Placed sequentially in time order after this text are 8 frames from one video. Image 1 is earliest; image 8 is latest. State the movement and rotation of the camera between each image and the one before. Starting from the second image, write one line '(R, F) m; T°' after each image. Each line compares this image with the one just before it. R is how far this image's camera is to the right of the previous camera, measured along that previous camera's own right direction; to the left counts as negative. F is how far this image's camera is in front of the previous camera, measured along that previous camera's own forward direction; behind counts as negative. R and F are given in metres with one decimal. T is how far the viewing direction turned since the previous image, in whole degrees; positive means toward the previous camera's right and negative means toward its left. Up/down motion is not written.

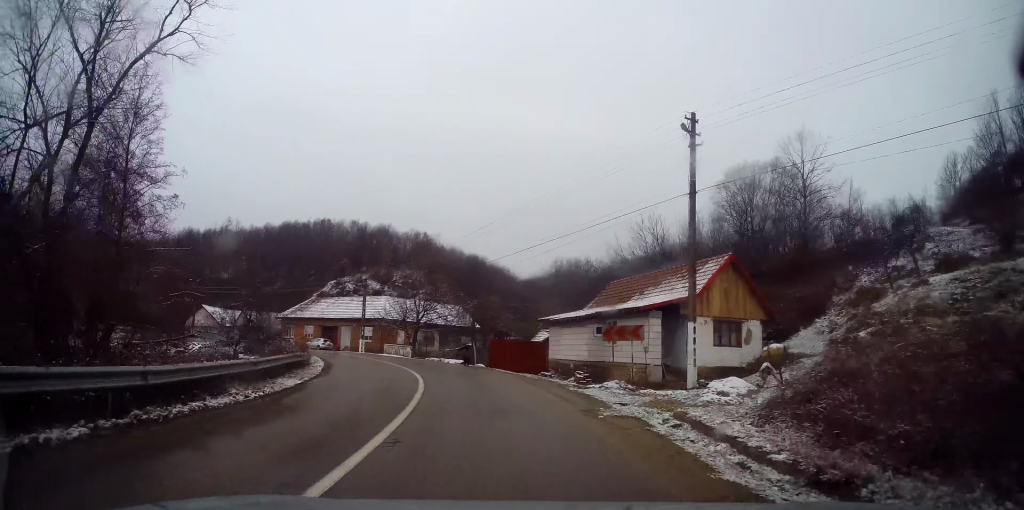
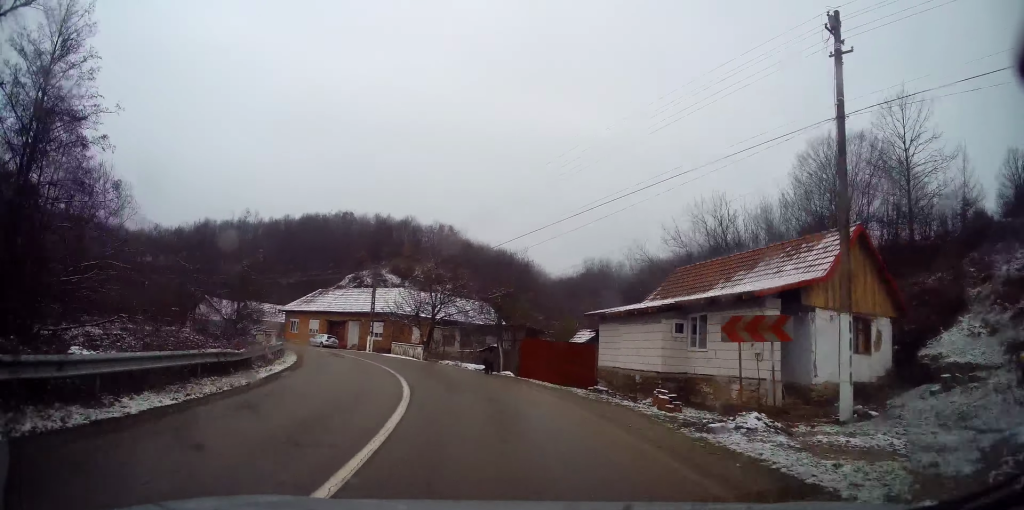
(-0.1, +7.9) m; -3°
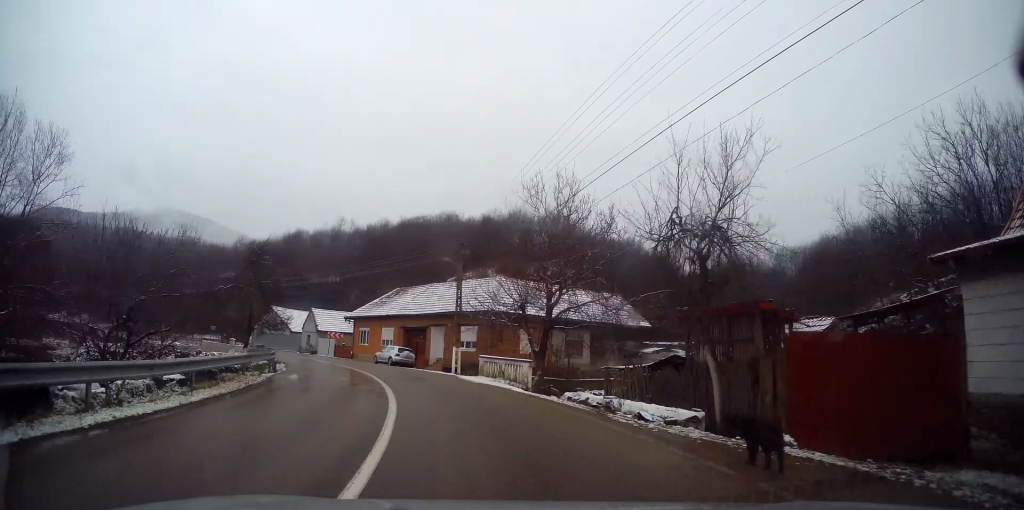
(-1.2, +16.4) m; -11°
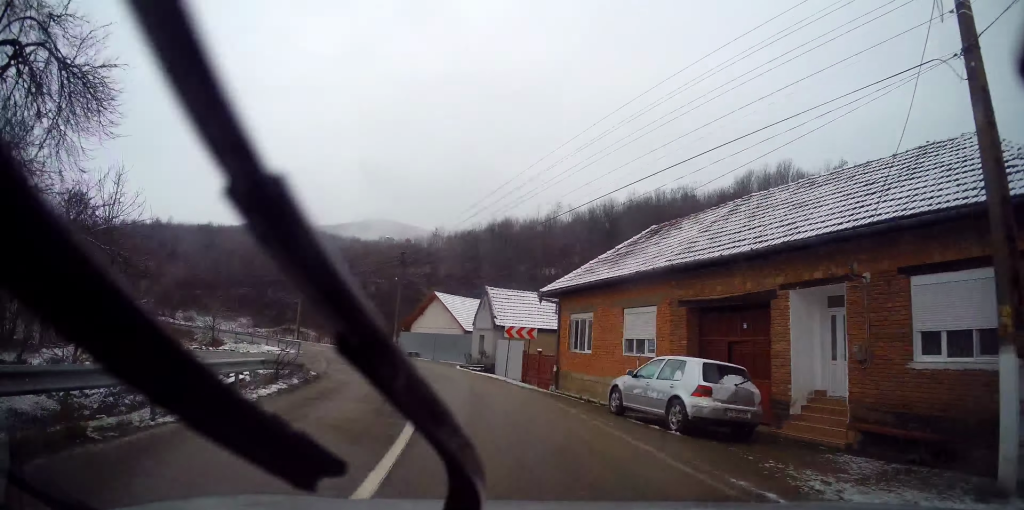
(-6.0, +26.5) m; -24°
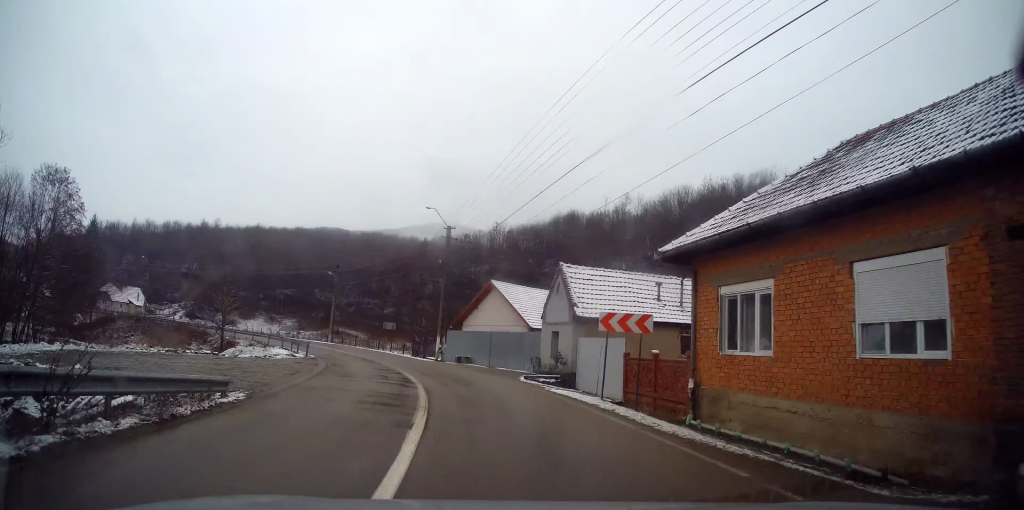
(-0.3, +9.5) m; -7°
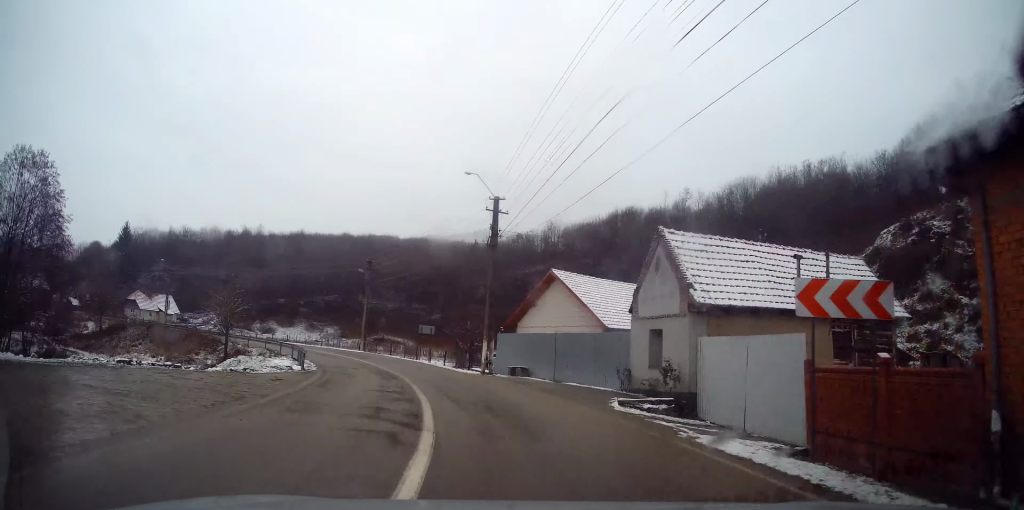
(-0.5, +7.8) m; -6°
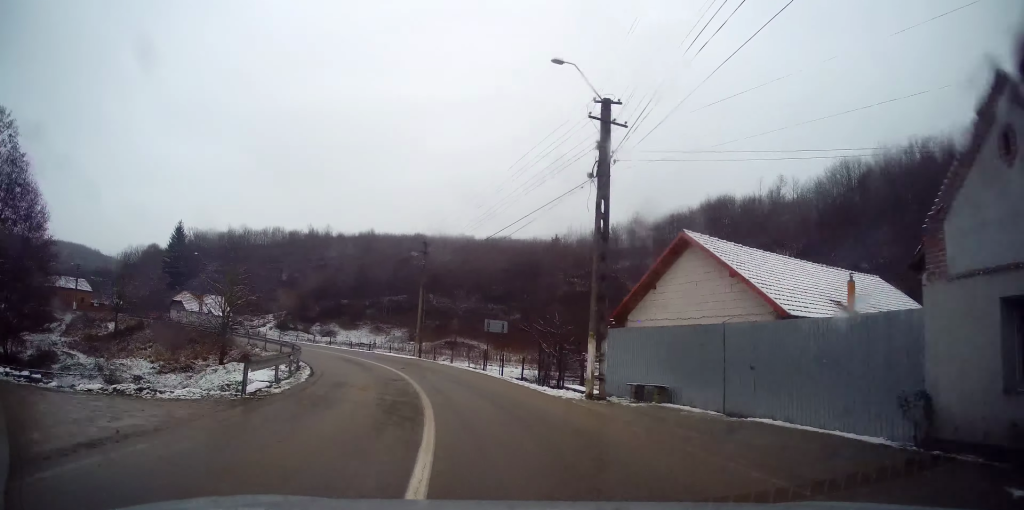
(-0.7, +10.2) m; -8°
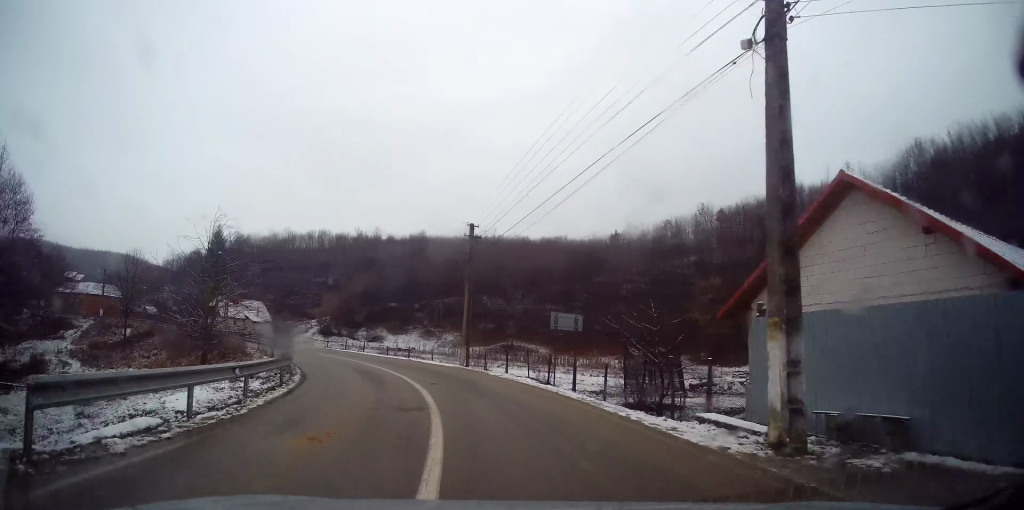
(-0.5, +6.9) m; -5°
